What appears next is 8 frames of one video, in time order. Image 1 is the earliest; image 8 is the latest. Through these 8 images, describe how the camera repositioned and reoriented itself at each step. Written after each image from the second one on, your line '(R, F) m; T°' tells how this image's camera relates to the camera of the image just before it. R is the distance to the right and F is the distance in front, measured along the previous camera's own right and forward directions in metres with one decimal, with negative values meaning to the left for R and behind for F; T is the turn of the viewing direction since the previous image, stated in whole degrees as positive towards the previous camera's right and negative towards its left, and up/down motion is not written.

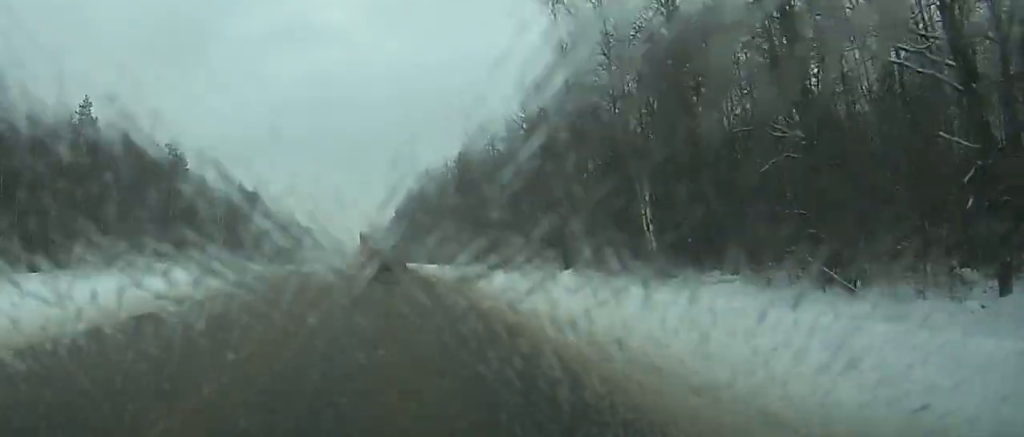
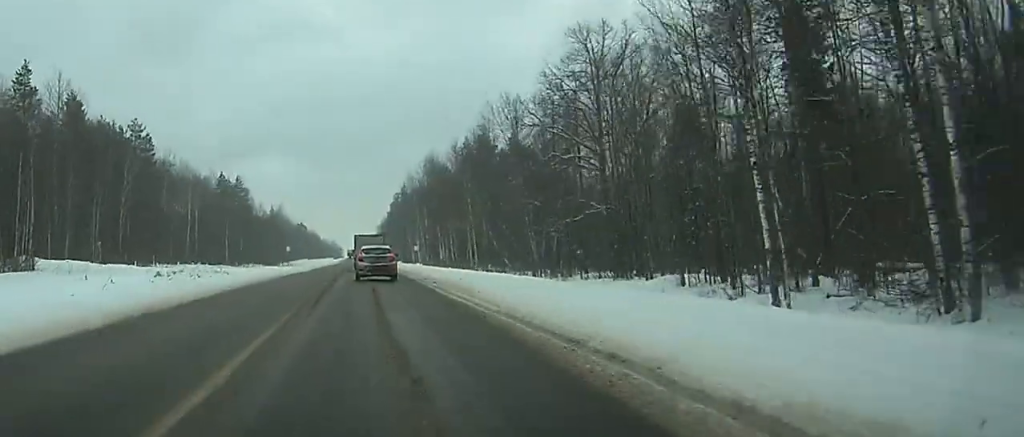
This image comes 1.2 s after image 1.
(-0.1, +24.5) m; -1°
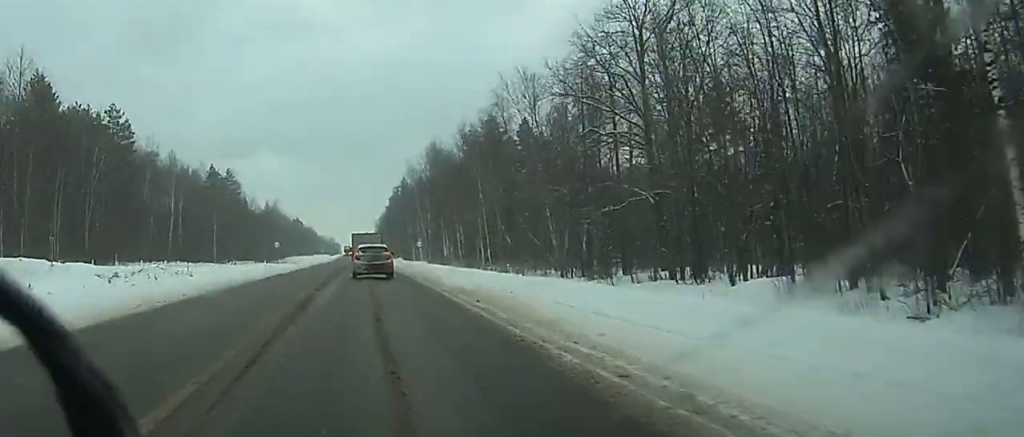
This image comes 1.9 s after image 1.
(-0.1, +12.0) m; 0°
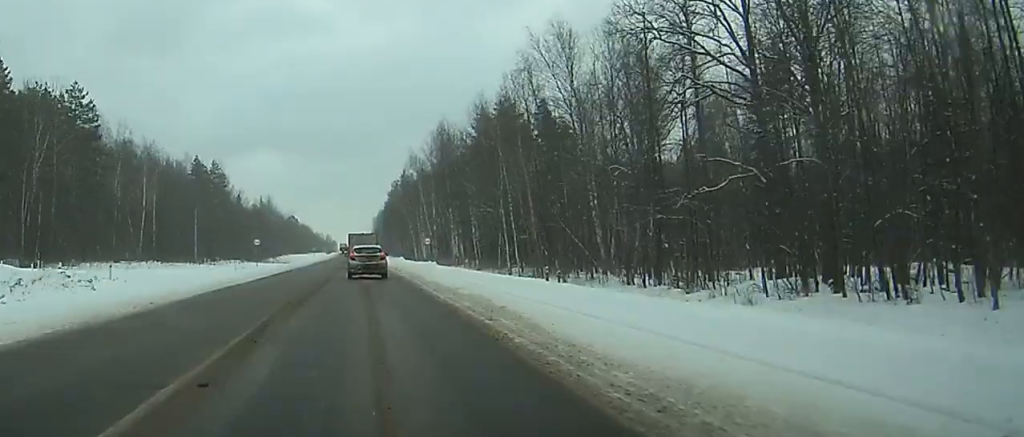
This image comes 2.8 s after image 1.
(0.0, +16.0) m; 0°
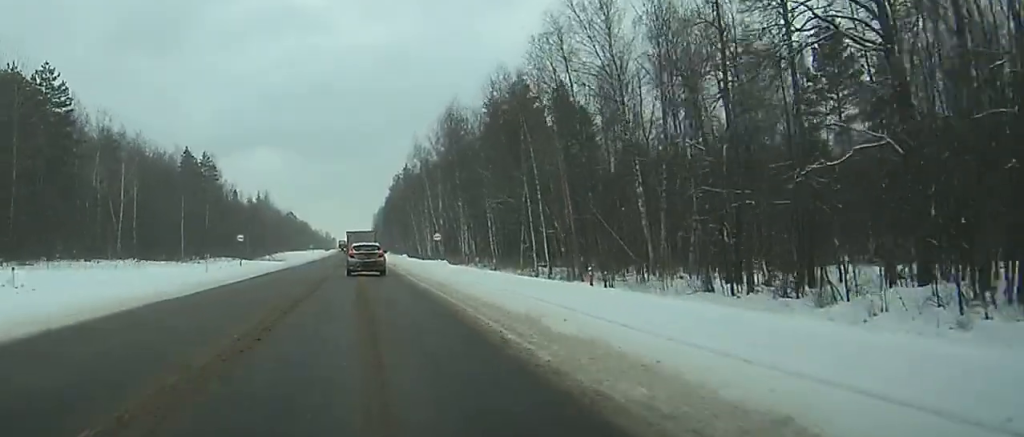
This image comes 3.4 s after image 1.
(0.0, +8.7) m; +1°
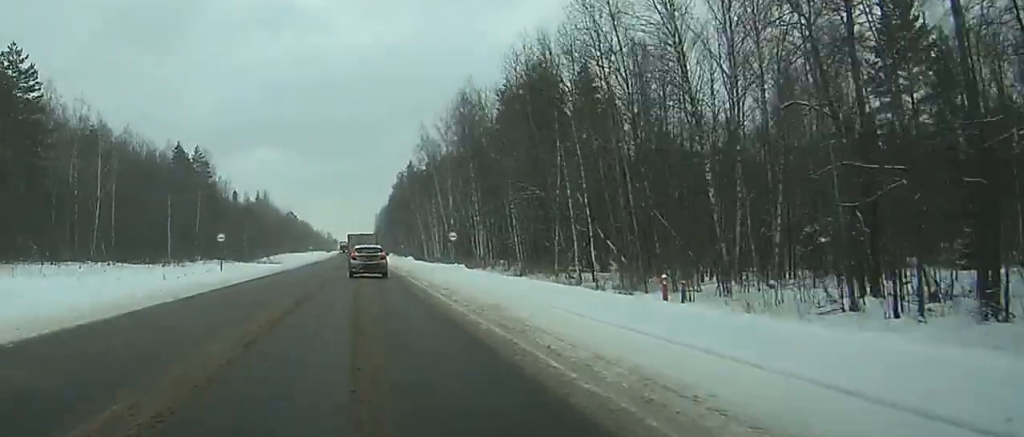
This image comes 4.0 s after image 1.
(-0.1, +8.5) m; +1°
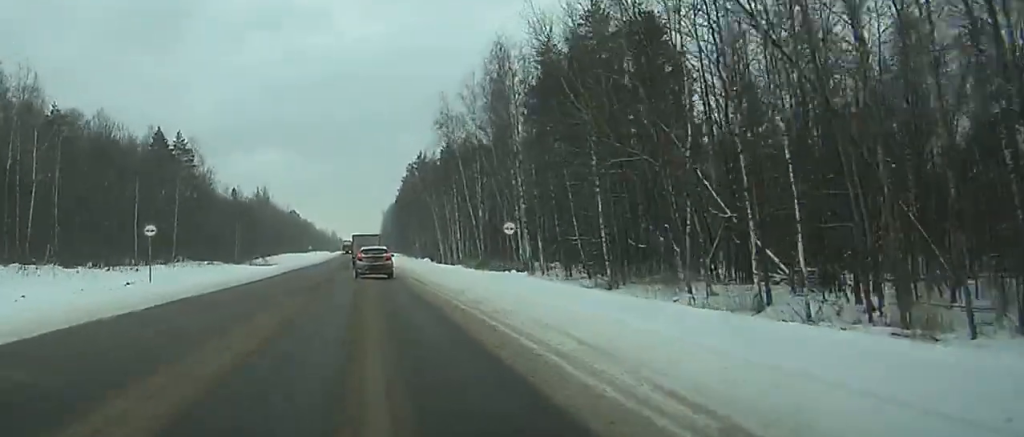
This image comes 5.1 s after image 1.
(+0.5, +26.7) m; +1°
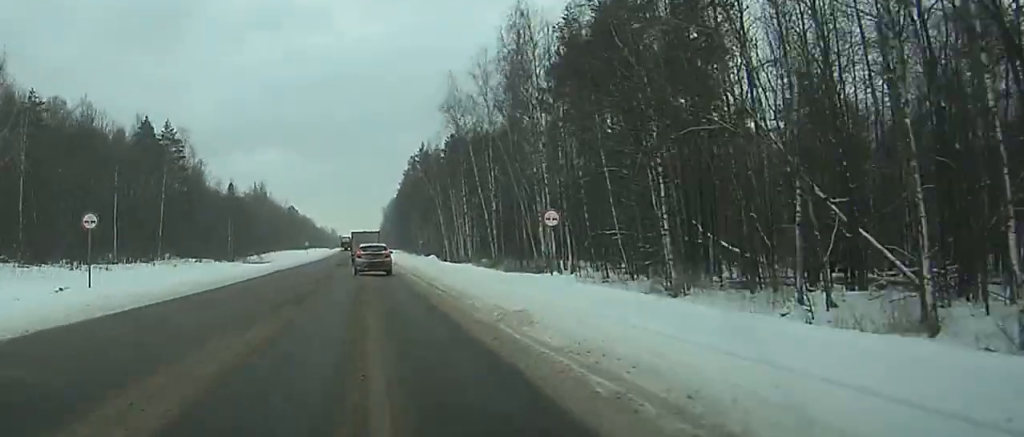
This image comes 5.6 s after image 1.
(0.0, +11.2) m; 0°
